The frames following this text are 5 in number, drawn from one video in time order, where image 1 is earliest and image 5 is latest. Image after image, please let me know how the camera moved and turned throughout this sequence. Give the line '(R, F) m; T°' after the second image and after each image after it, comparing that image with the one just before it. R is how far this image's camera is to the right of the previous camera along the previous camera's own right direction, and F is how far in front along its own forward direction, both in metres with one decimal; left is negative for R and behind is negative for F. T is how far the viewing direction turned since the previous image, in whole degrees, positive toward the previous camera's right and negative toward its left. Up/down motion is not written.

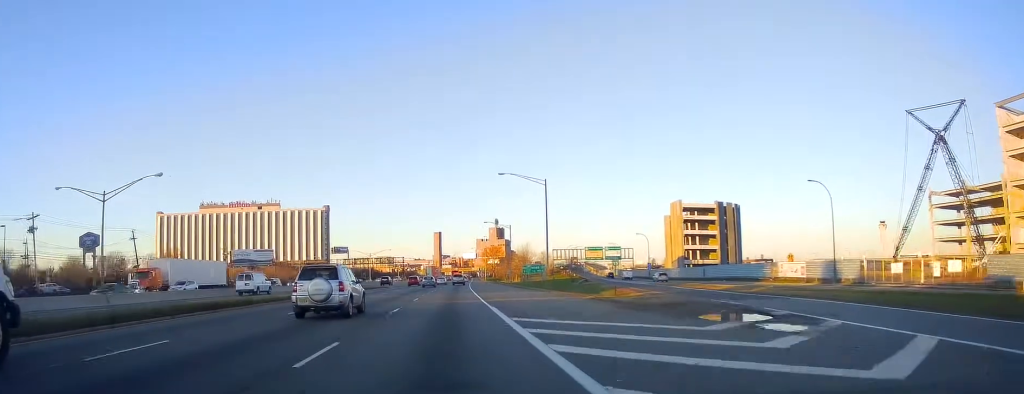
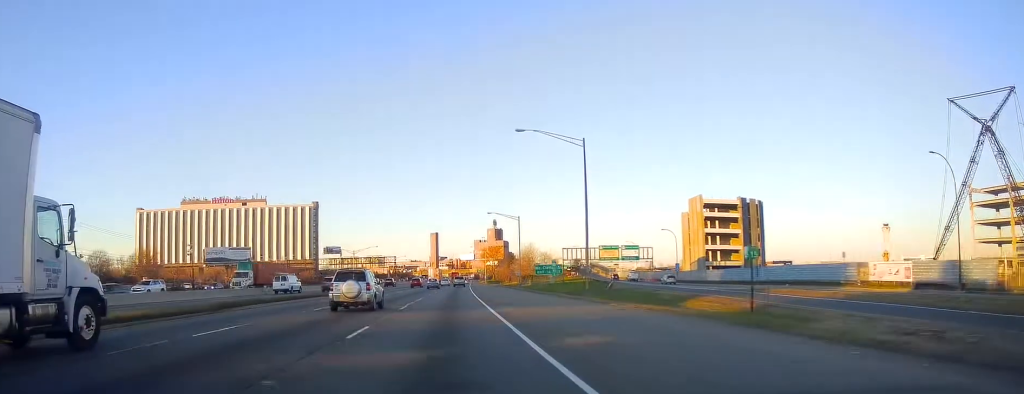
(+0.2, +20.2) m; 0°
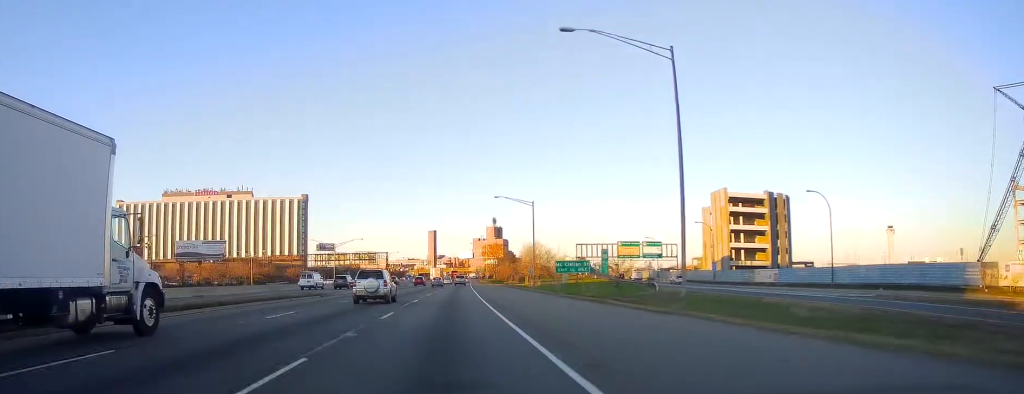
(-0.3, +18.9) m; -1°
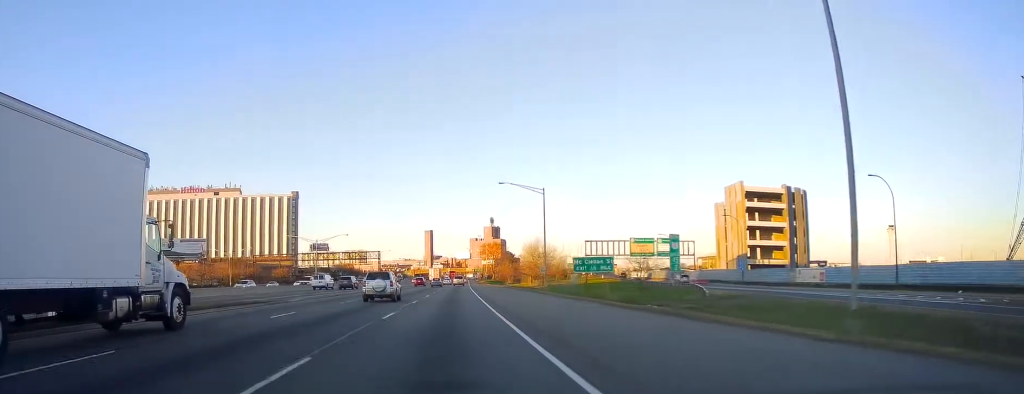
(-0.1, +11.9) m; 0°
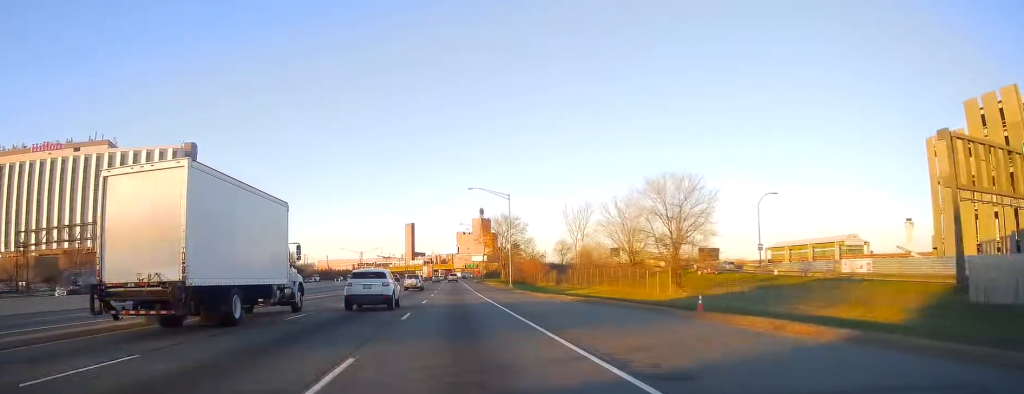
(+2.0, +98.0) m; +2°
